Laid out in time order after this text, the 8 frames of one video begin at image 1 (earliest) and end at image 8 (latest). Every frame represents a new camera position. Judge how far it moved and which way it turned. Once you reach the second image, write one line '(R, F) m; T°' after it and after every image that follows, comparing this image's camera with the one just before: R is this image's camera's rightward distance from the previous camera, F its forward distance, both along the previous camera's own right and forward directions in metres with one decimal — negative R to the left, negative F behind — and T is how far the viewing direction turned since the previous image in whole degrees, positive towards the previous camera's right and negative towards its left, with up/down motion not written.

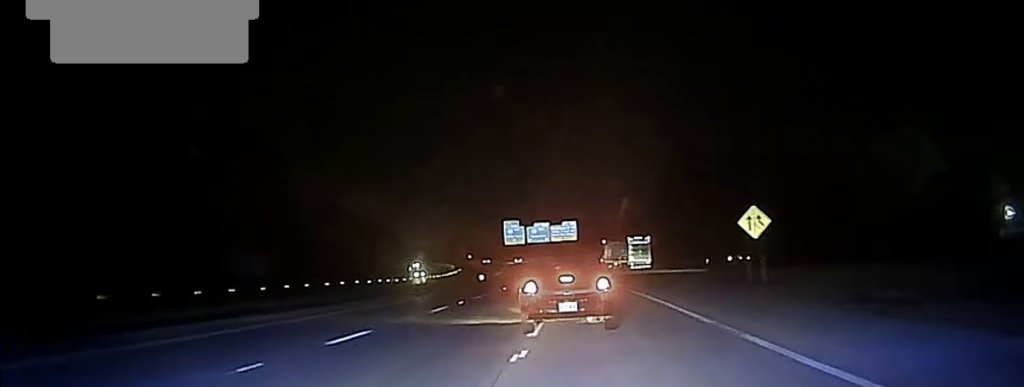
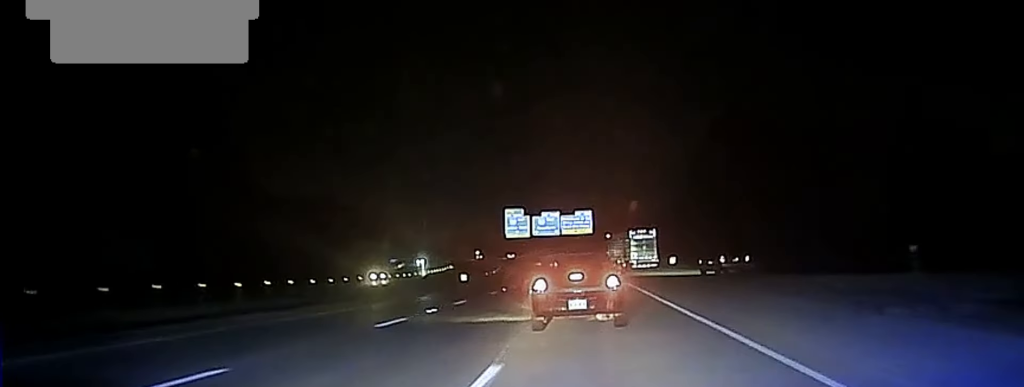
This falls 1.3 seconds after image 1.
(-0.1, +31.6) m; -1°
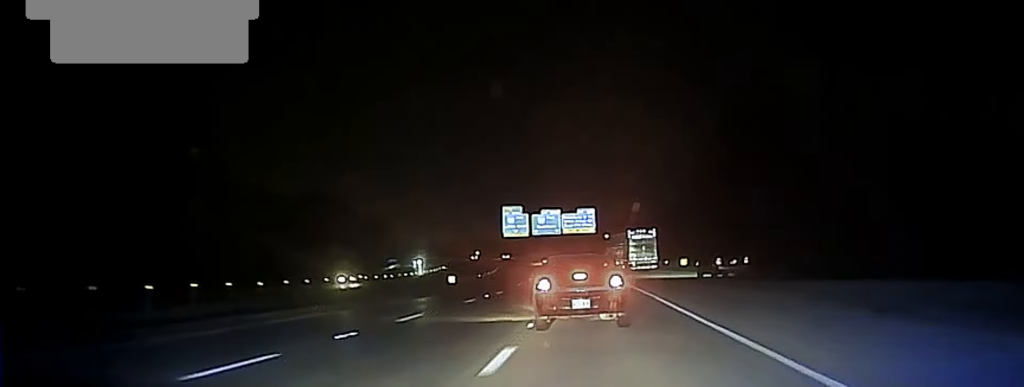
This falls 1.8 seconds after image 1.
(-0.1, +9.4) m; 0°
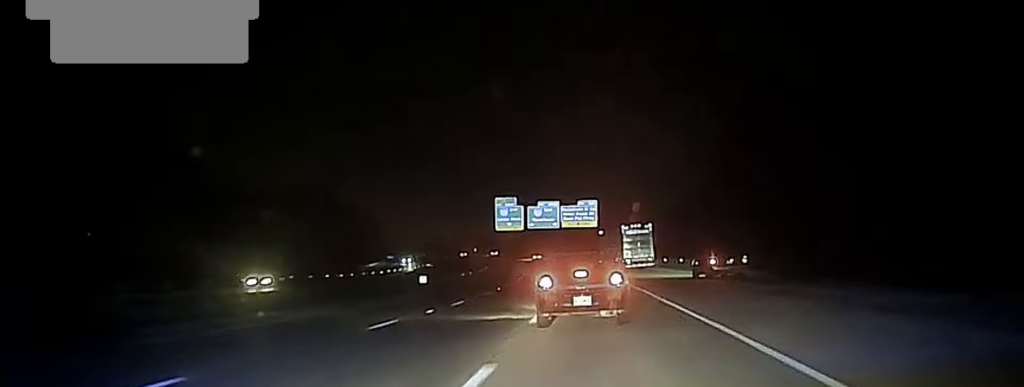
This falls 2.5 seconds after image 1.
(-0.1, +15.3) m; 0°
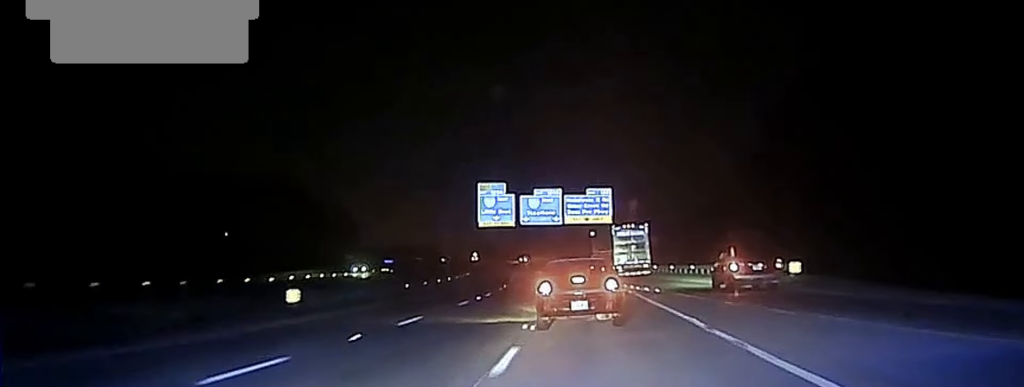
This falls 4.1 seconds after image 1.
(+0.2, +33.6) m; -1°
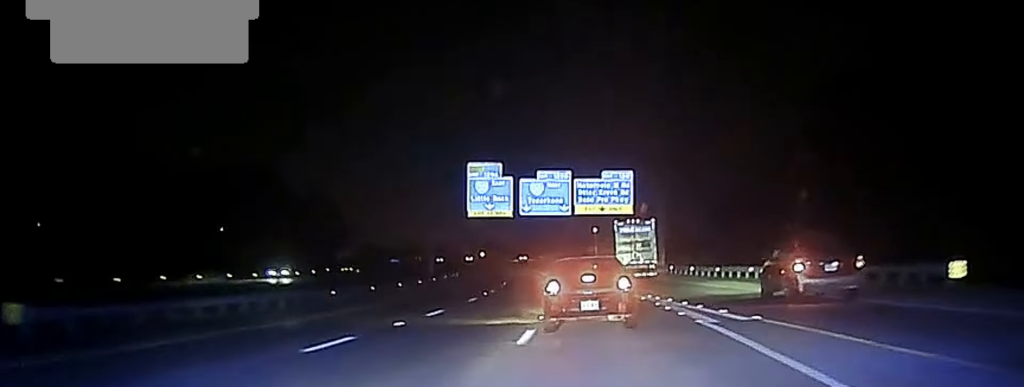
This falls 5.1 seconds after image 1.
(-0.4, +20.0) m; -1°
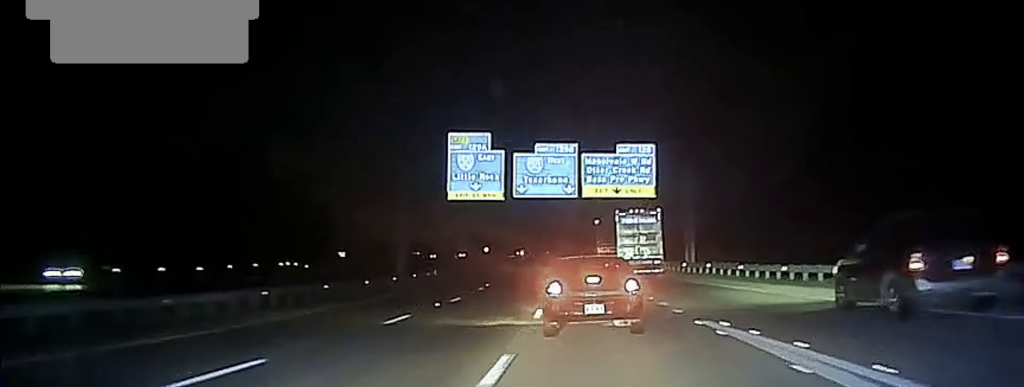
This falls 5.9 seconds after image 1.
(-0.1, +17.5) m; -1°
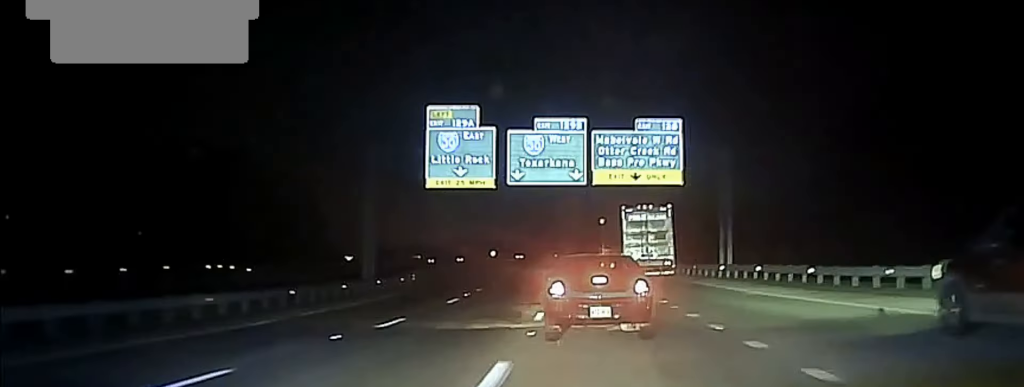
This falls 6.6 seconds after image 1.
(-0.1, +13.4) m; 0°
